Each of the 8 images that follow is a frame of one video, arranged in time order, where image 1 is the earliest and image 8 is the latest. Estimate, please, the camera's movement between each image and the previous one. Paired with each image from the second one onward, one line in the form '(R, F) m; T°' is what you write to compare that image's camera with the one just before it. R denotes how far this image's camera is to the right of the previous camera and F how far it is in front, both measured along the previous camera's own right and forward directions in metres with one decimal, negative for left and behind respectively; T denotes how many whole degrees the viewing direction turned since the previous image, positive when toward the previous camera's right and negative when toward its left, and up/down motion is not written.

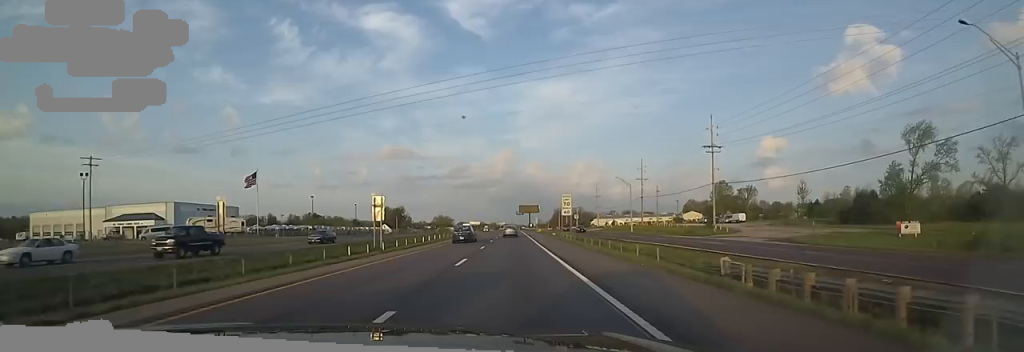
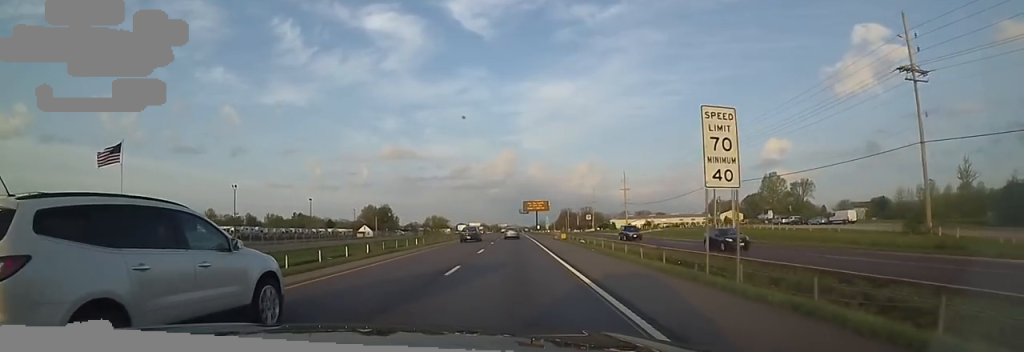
(-0.9, +38.8) m; -2°
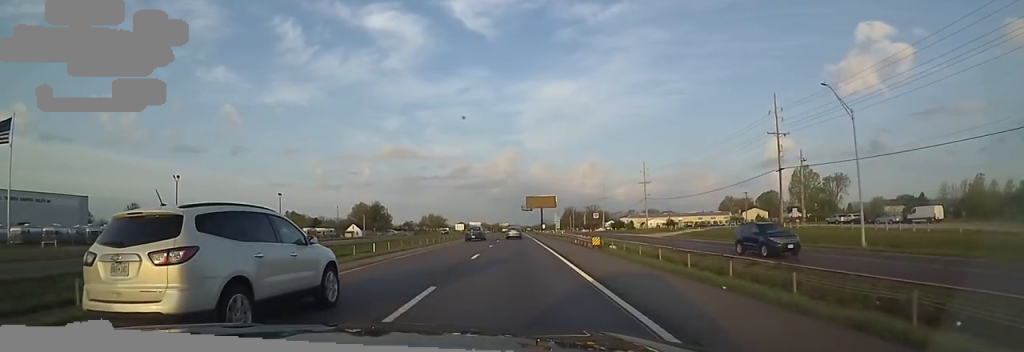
(+0.1, +18.1) m; 0°
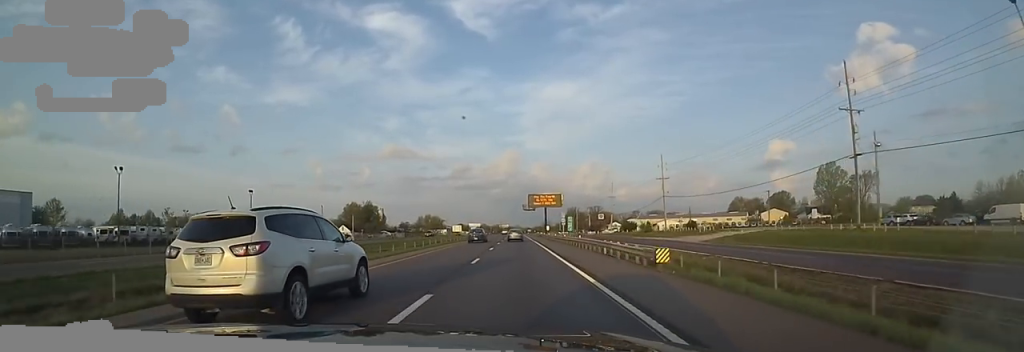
(0.0, +13.1) m; 0°
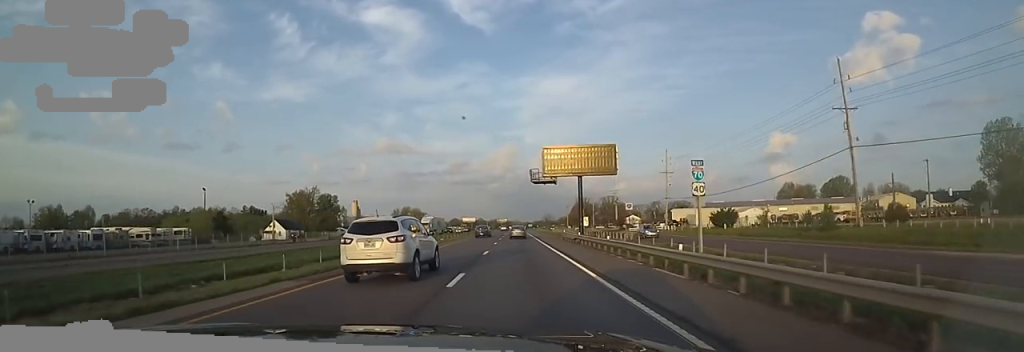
(-1.2, +58.2) m; -2°
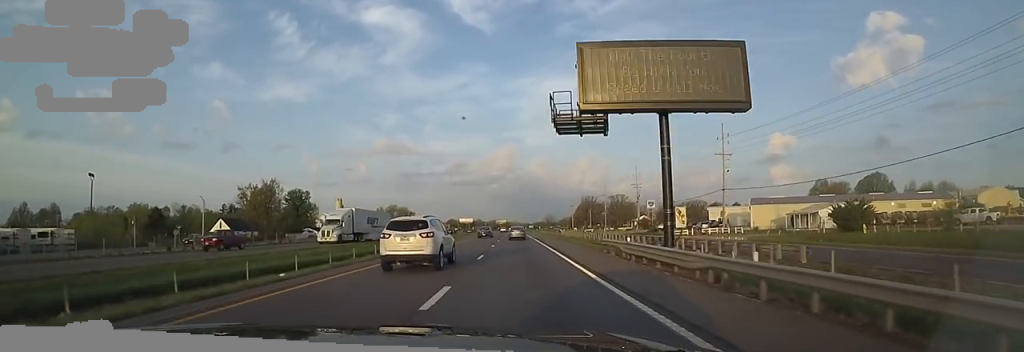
(+0.4, +27.8) m; +1°
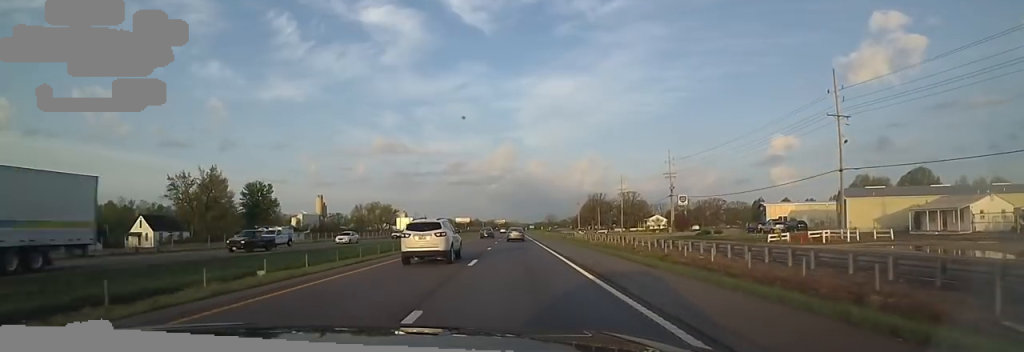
(+0.1, +27.7) m; 0°
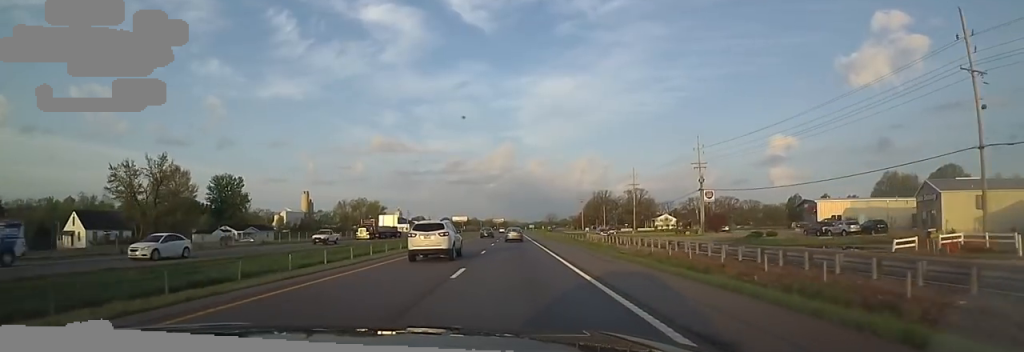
(0.0, +16.4) m; 0°
